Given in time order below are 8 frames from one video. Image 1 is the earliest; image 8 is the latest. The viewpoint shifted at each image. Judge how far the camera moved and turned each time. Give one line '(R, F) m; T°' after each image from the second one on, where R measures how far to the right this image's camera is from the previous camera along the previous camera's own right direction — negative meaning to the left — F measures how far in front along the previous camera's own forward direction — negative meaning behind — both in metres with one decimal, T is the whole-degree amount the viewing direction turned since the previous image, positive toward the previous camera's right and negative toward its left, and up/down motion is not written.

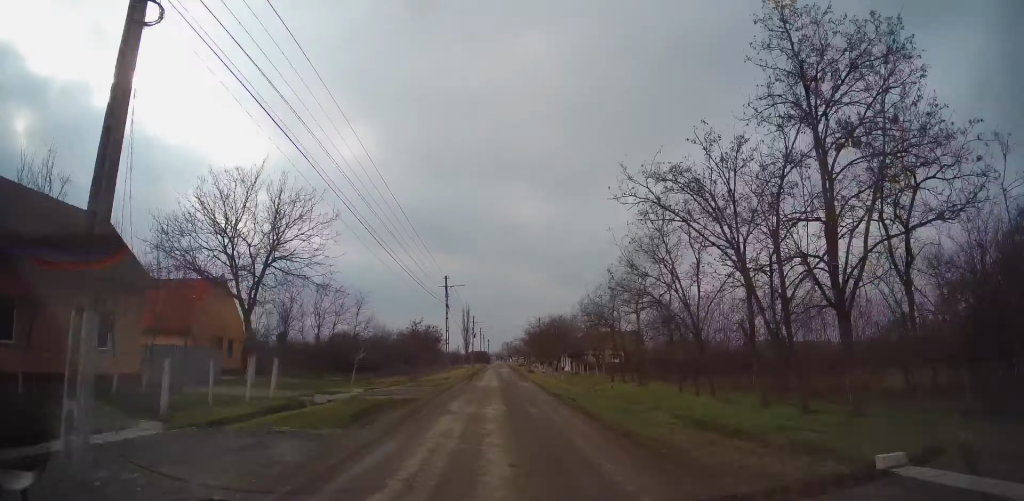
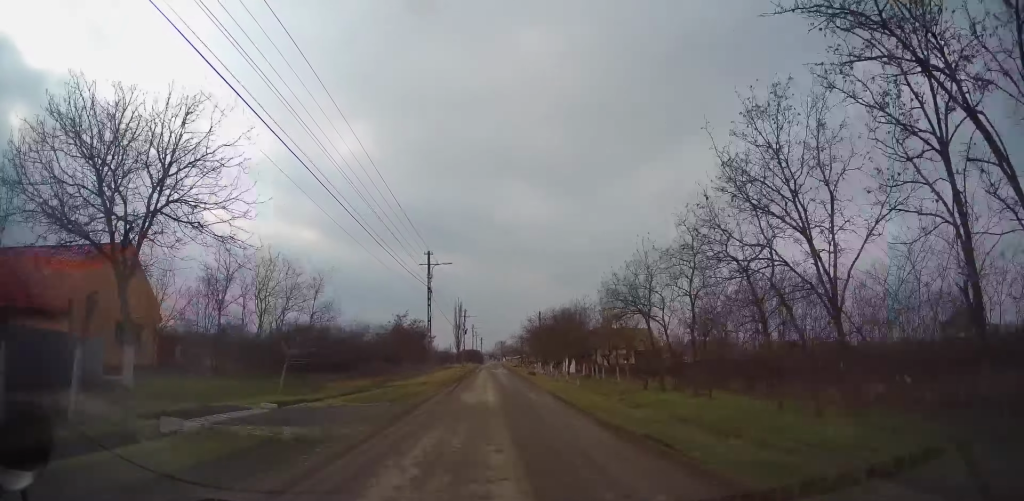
(-0.2, +9.6) m; 0°
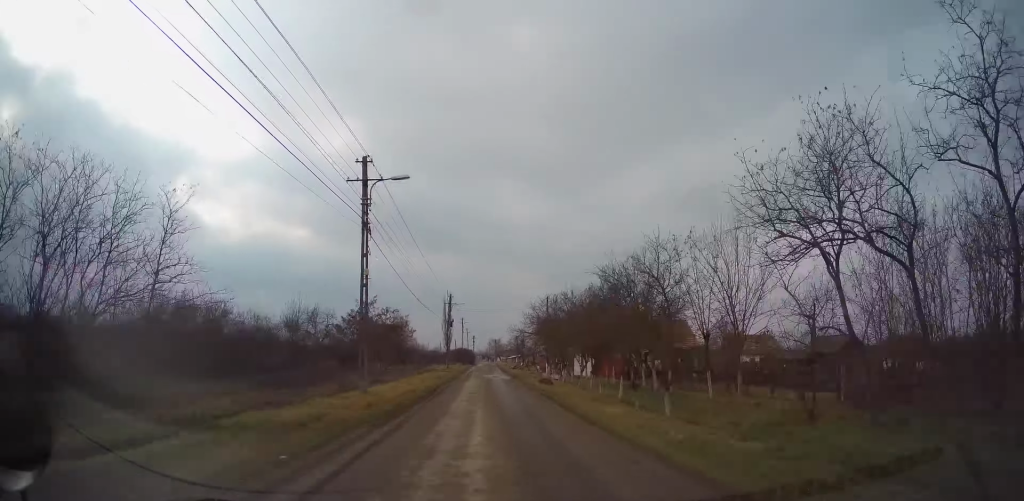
(+0.5, +16.2) m; +1°
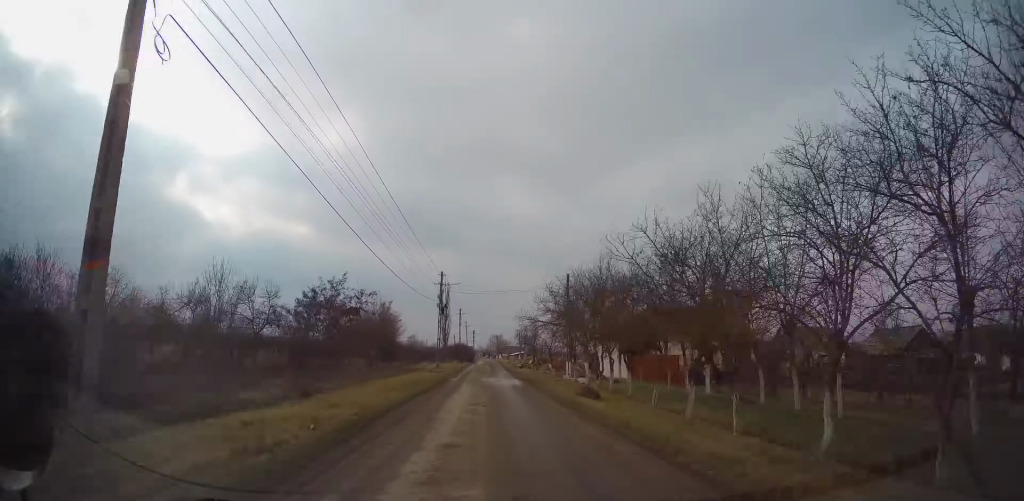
(+0.1, +12.6) m; -1°
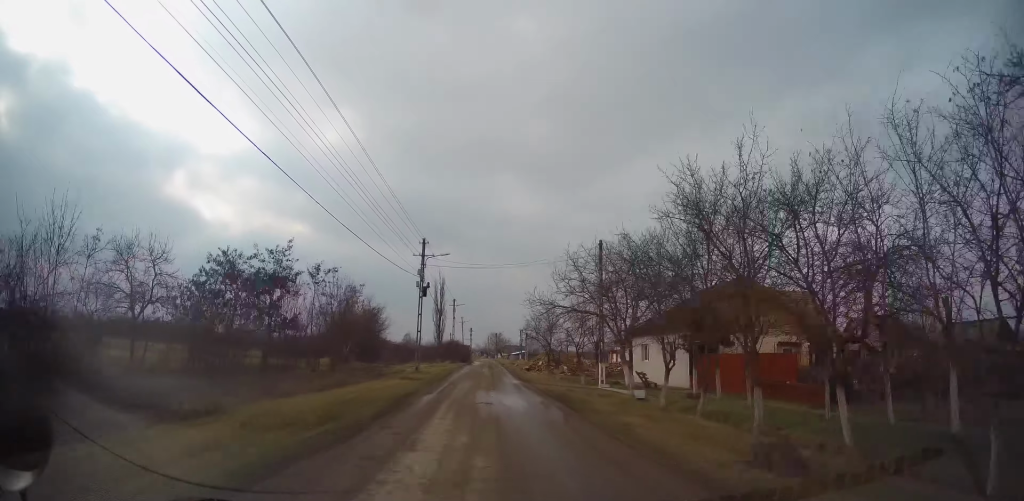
(-0.4, +12.4) m; 0°
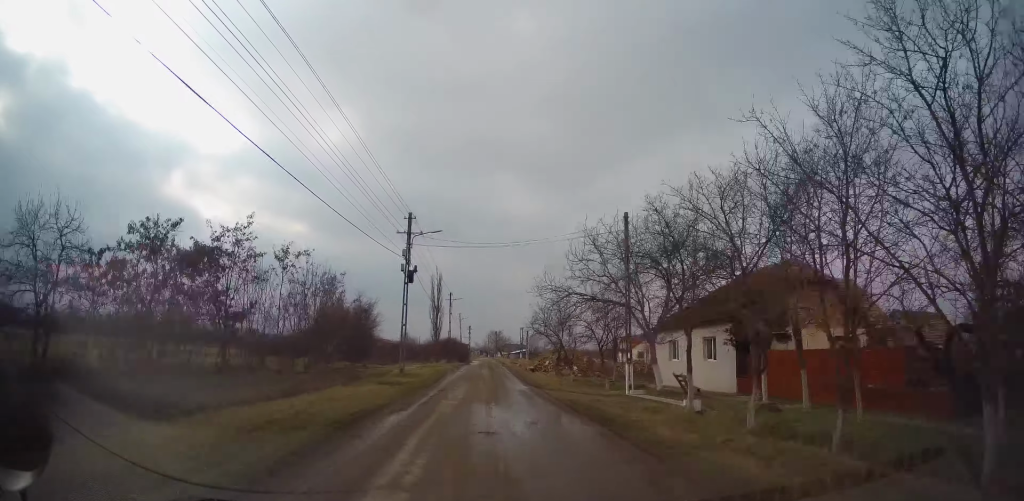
(0.0, +5.8) m; 0°
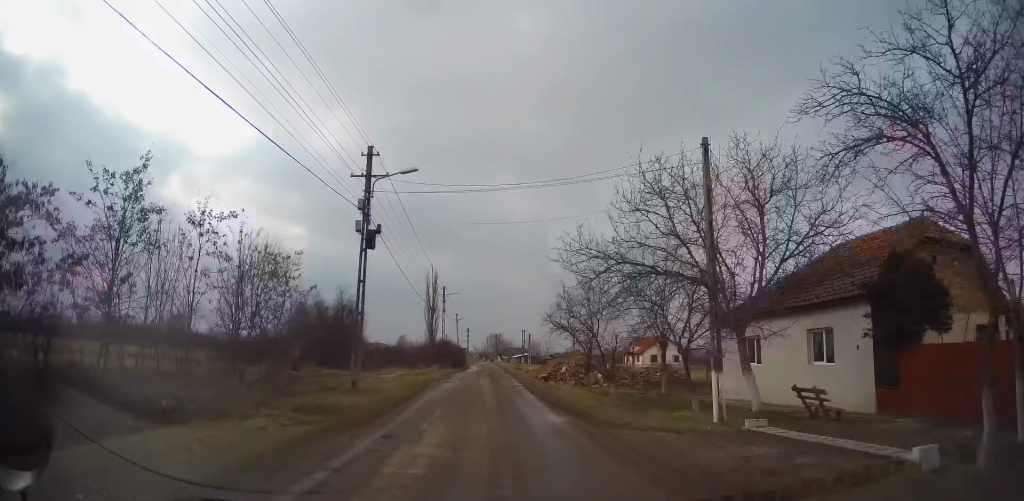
(+0.1, +9.4) m; +1°
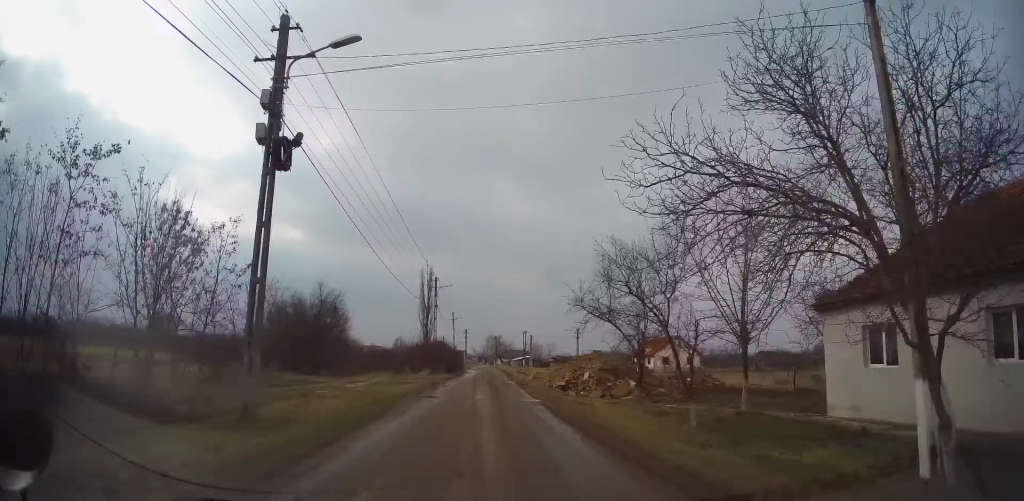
(0.0, +7.8) m; 0°
